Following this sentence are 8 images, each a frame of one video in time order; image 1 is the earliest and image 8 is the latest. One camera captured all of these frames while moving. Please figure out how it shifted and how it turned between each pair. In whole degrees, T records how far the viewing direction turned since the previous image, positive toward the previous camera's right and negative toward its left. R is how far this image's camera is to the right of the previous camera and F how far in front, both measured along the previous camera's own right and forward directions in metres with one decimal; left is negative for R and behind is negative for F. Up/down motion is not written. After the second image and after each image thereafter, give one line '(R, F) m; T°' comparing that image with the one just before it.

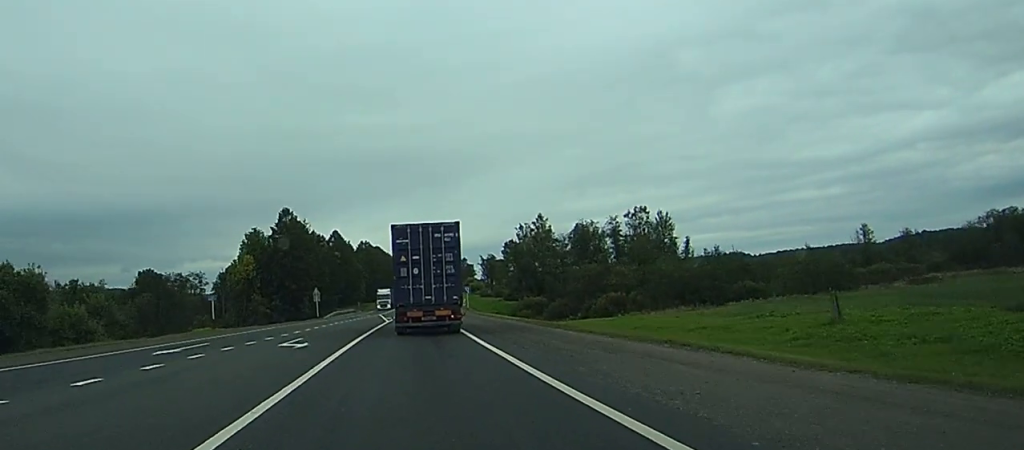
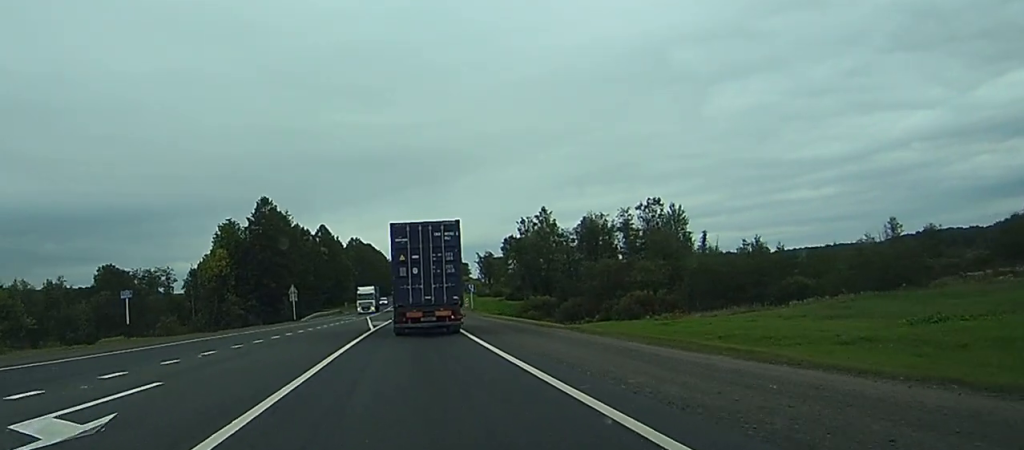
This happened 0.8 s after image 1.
(-0.7, +17.2) m; -2°
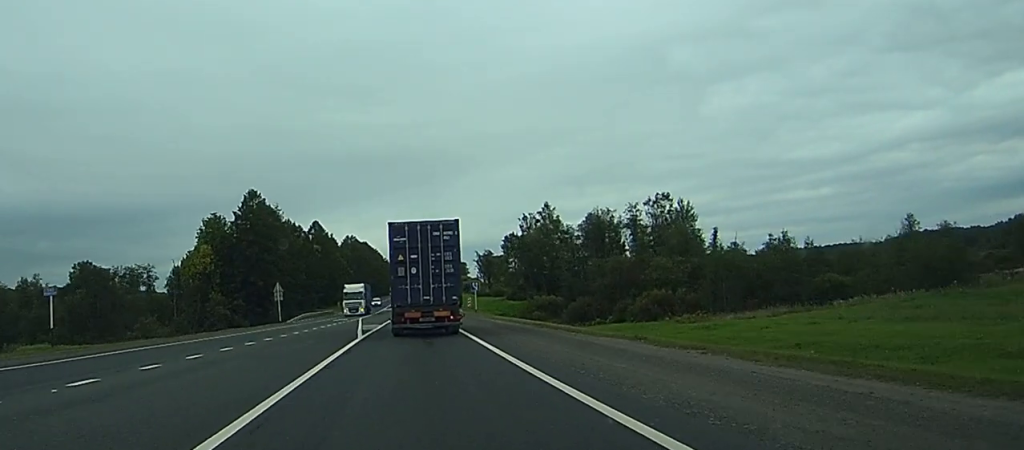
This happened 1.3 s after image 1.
(0.0, +9.1) m; 0°
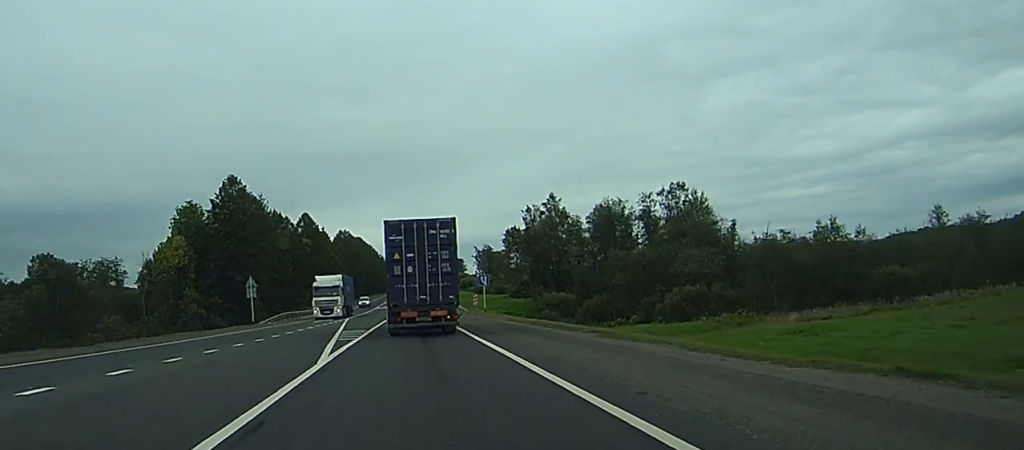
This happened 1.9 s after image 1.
(0.0, +13.5) m; +1°
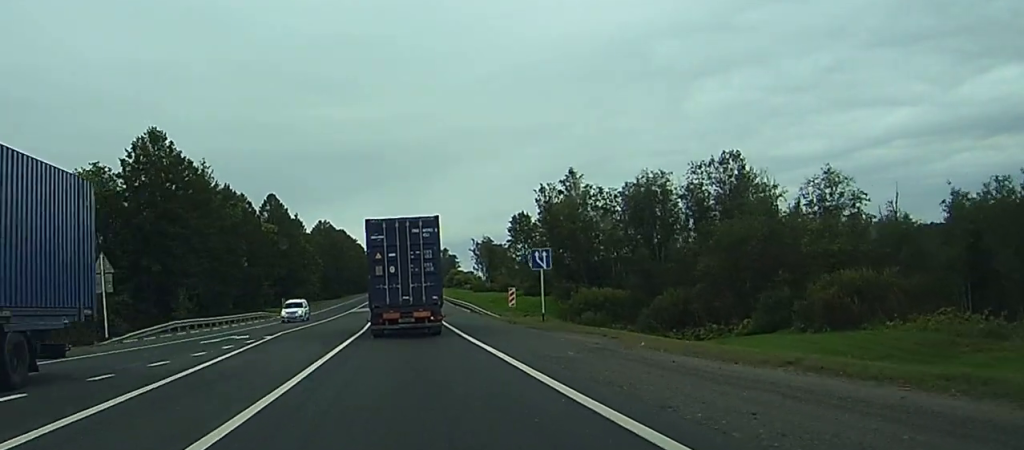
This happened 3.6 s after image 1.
(+0.8, +36.3) m; 0°
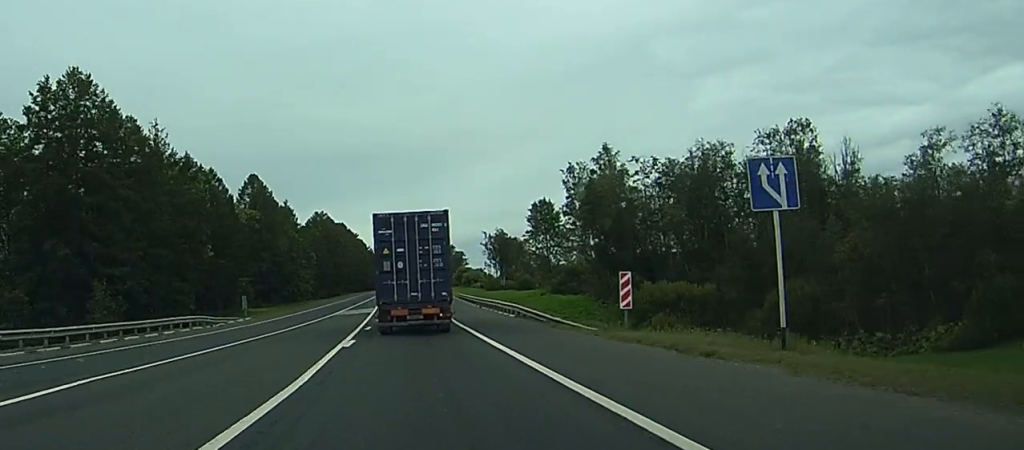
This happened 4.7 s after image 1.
(-1.0, +25.1) m; -1°
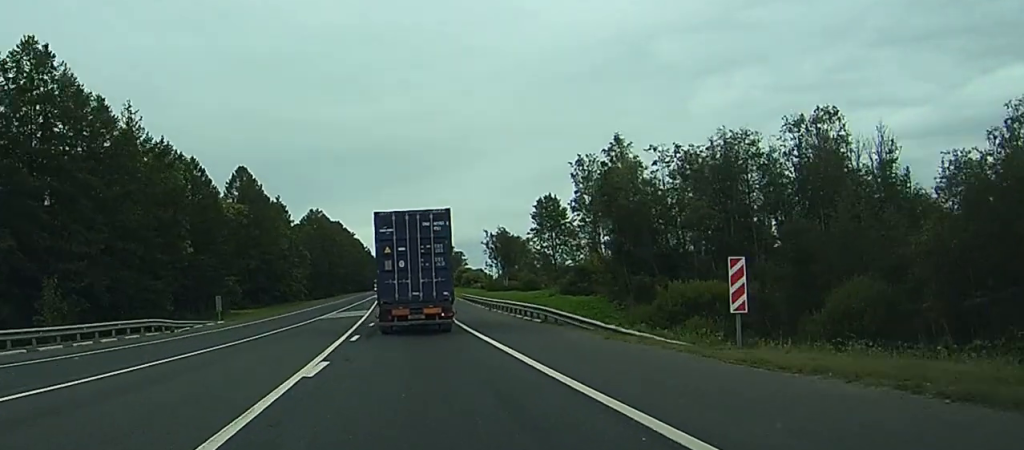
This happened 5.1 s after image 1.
(+0.2, +8.9) m; +1°
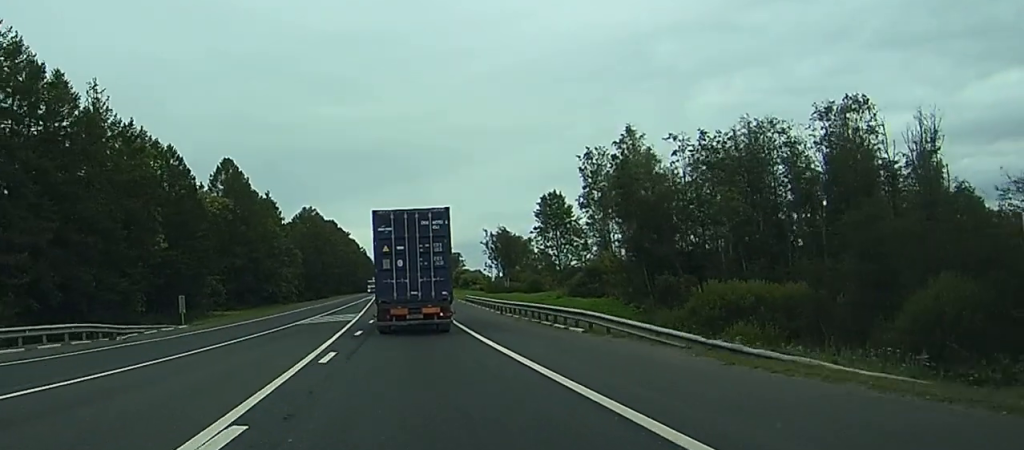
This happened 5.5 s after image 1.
(+0.1, +8.9) m; +1°
